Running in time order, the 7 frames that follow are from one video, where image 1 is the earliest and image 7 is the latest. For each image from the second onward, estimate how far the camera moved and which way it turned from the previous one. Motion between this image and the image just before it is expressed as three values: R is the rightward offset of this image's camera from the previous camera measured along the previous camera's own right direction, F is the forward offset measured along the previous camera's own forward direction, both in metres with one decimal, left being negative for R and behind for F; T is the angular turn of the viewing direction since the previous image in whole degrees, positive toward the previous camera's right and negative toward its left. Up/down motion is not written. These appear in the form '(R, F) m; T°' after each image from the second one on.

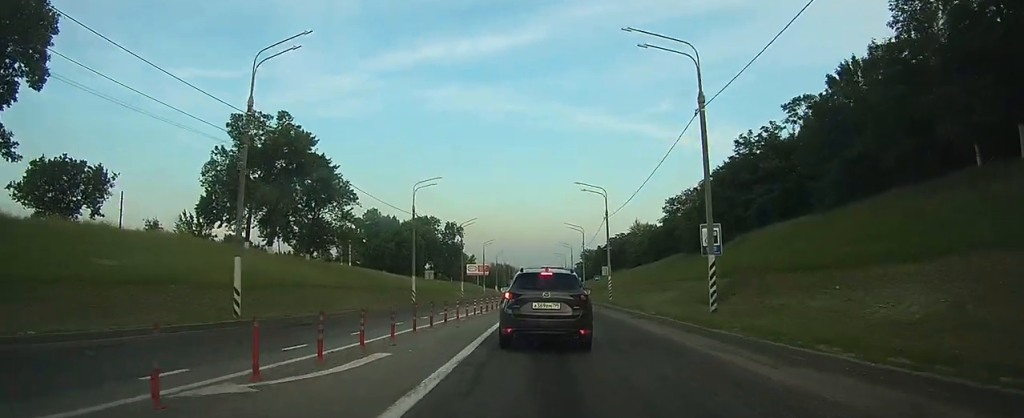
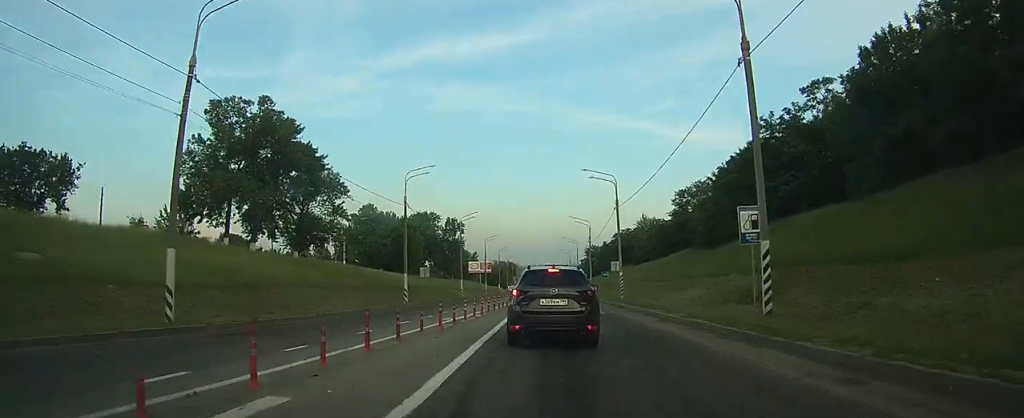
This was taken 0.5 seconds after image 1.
(0.0, +4.7) m; 0°
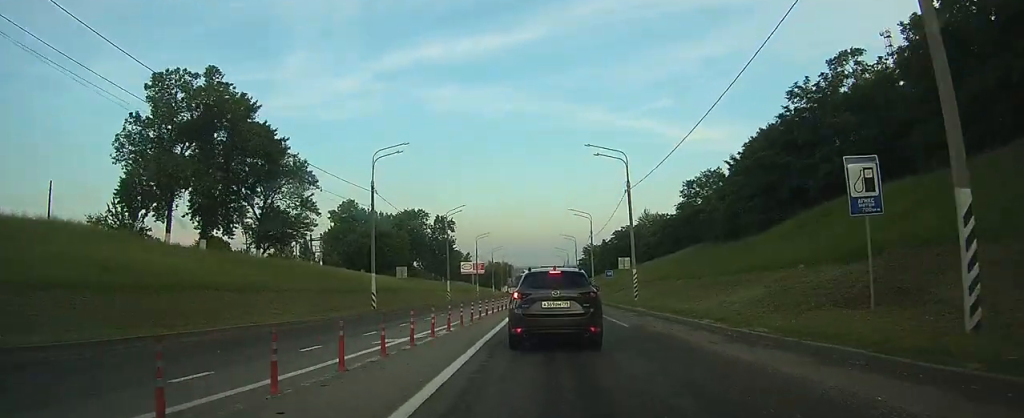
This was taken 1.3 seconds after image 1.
(-0.1, +8.2) m; -1°
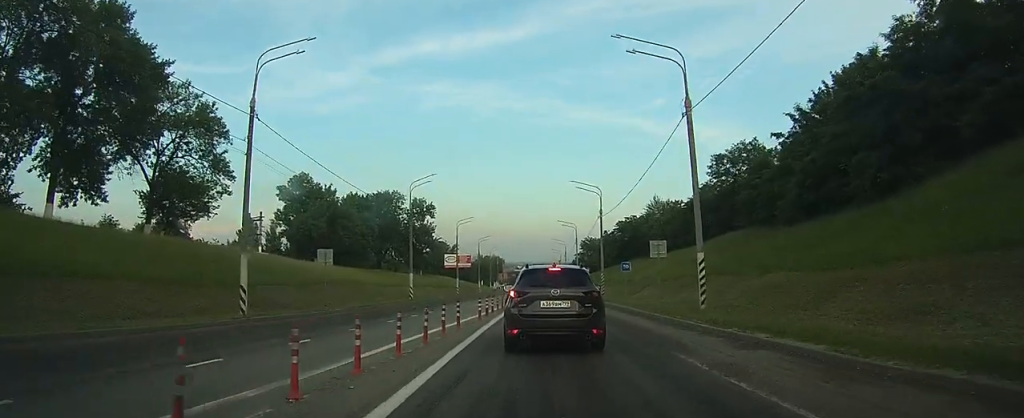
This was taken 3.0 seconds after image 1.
(0.0, +16.3) m; 0°
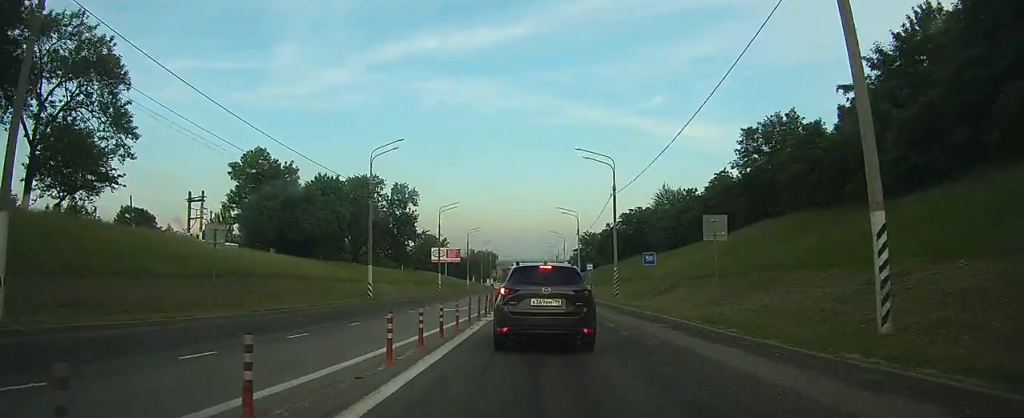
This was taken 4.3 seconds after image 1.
(+0.1, +11.6) m; 0°
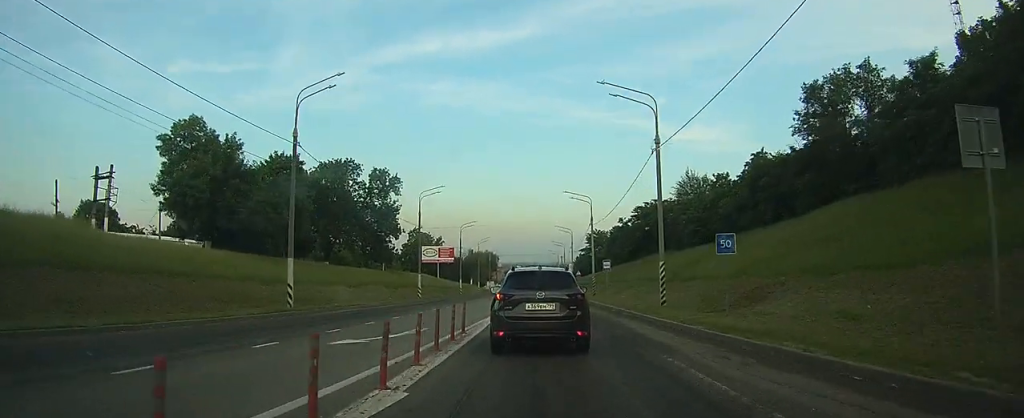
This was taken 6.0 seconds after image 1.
(-0.2, +14.1) m; -2°
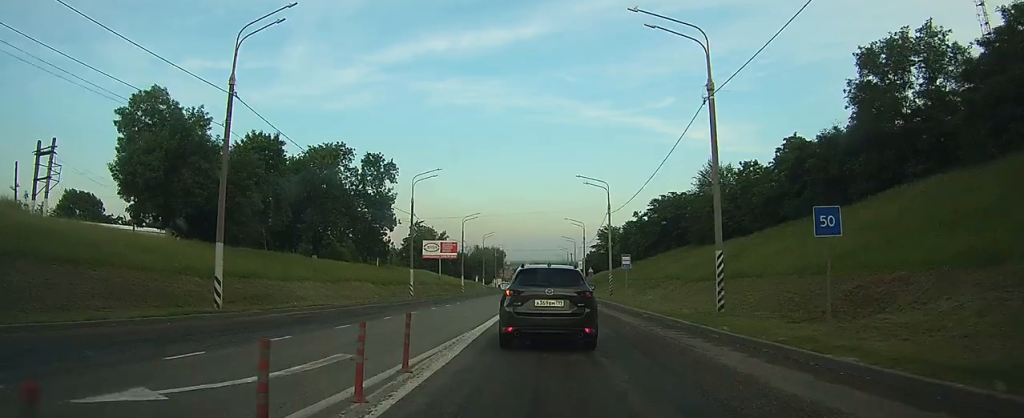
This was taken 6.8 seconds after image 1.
(-0.1, +7.1) m; -1°
